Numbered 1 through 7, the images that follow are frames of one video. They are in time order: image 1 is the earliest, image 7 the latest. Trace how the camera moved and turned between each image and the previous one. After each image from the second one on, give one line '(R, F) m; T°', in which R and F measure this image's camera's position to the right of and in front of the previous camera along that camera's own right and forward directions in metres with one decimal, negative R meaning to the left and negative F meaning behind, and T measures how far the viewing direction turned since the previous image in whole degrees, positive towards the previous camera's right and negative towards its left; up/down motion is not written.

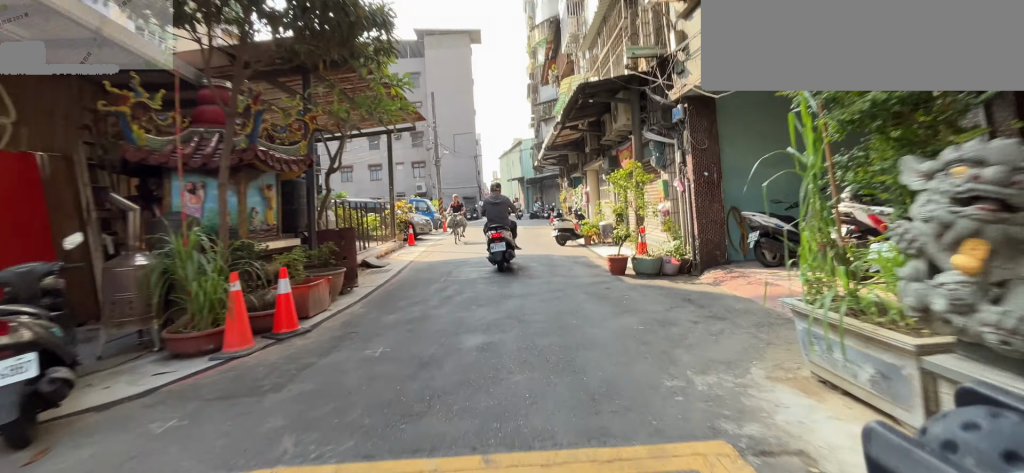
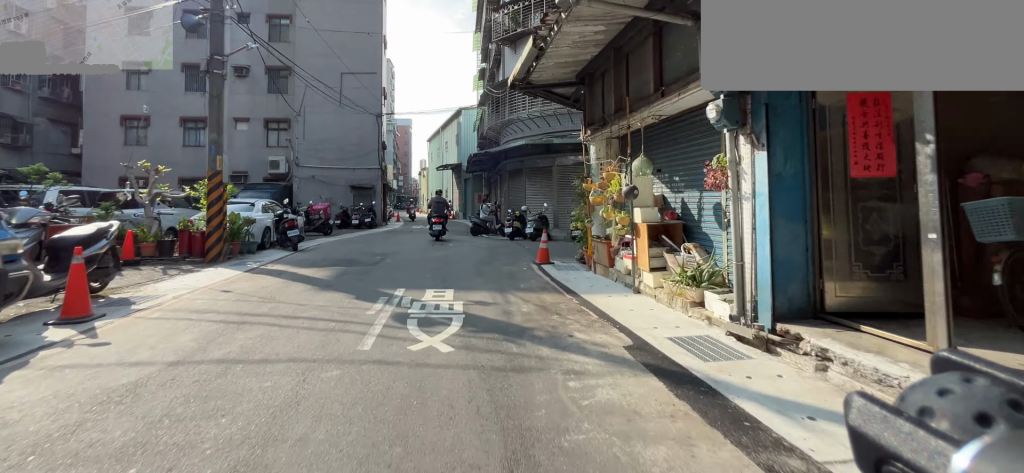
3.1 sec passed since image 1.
(+3.7, +21.0) m; +14°
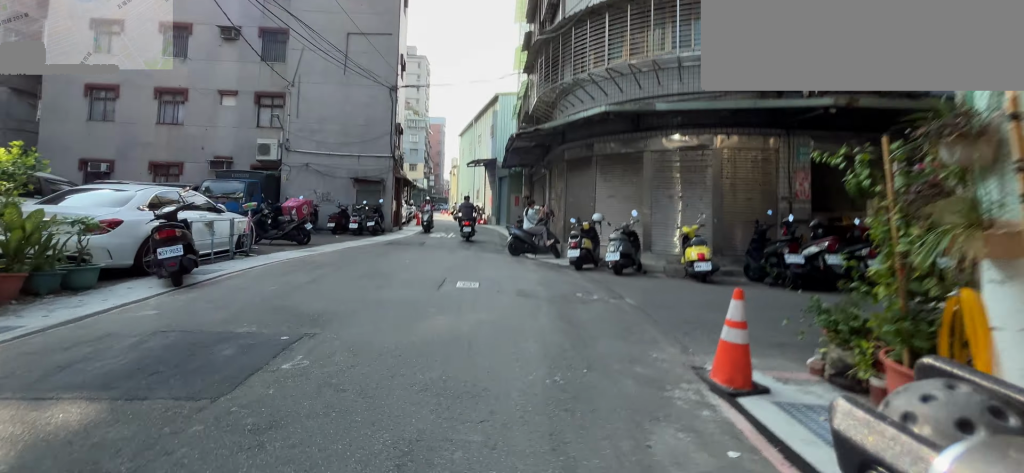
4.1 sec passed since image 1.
(0.0, +6.5) m; -4°
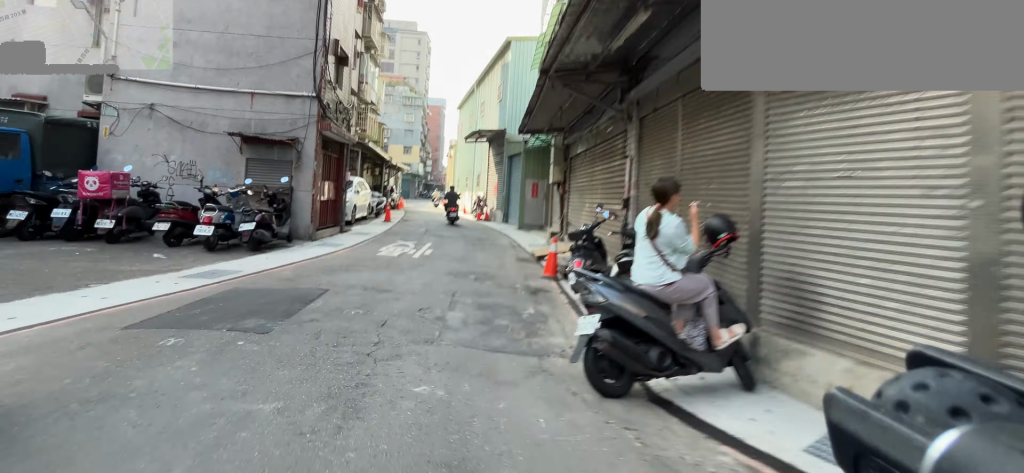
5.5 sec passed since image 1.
(-0.7, +8.3) m; -4°
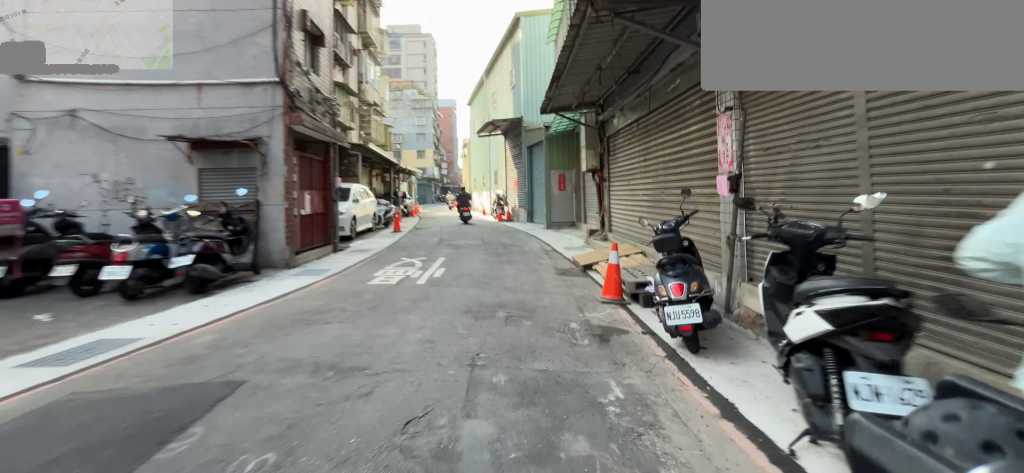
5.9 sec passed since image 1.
(0.0, +2.1) m; +1°
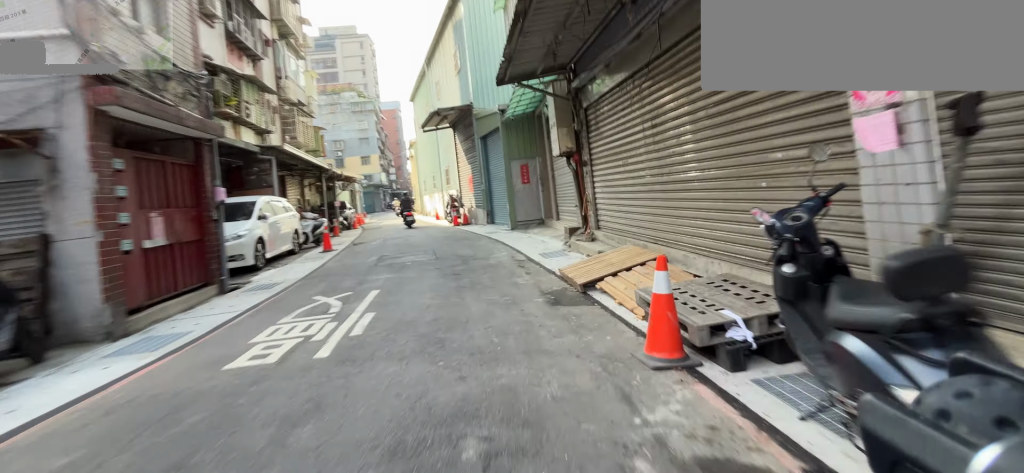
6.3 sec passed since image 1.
(0.0, +2.0) m; +1°
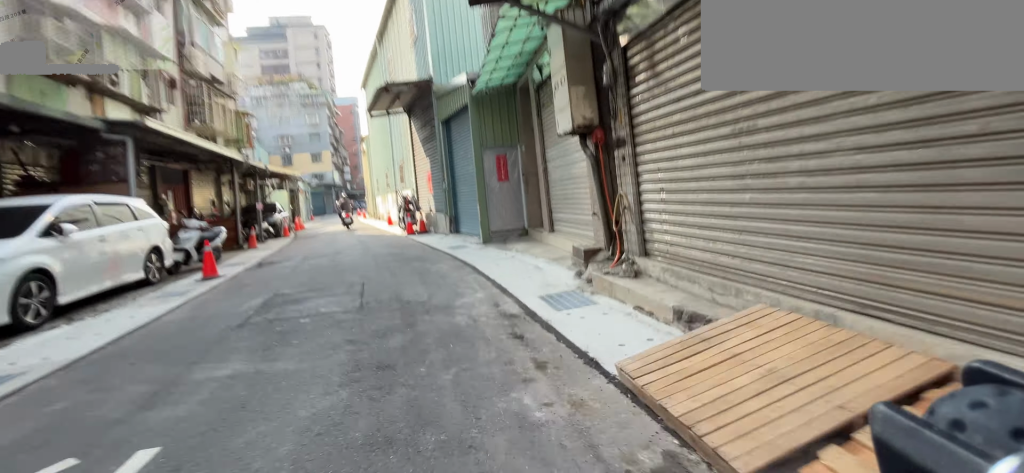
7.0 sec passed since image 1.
(+0.1, +2.9) m; +2°
